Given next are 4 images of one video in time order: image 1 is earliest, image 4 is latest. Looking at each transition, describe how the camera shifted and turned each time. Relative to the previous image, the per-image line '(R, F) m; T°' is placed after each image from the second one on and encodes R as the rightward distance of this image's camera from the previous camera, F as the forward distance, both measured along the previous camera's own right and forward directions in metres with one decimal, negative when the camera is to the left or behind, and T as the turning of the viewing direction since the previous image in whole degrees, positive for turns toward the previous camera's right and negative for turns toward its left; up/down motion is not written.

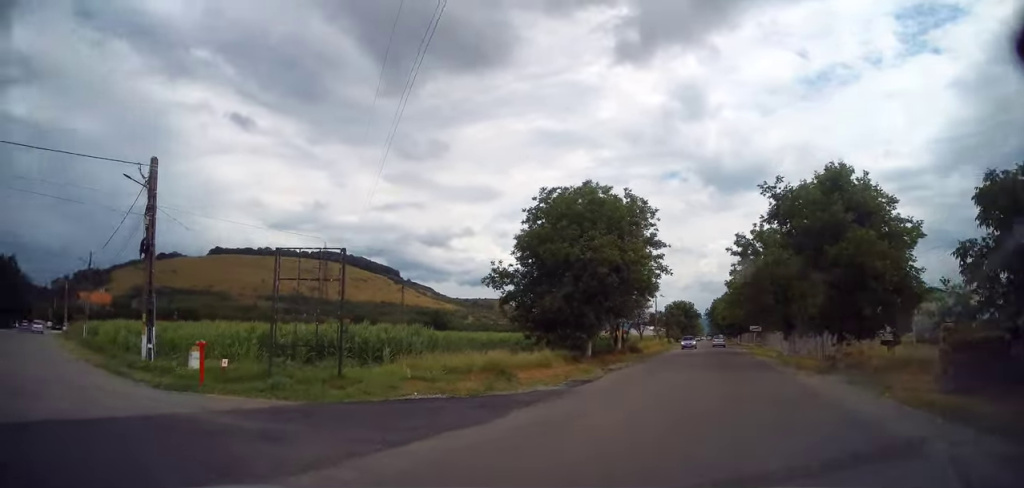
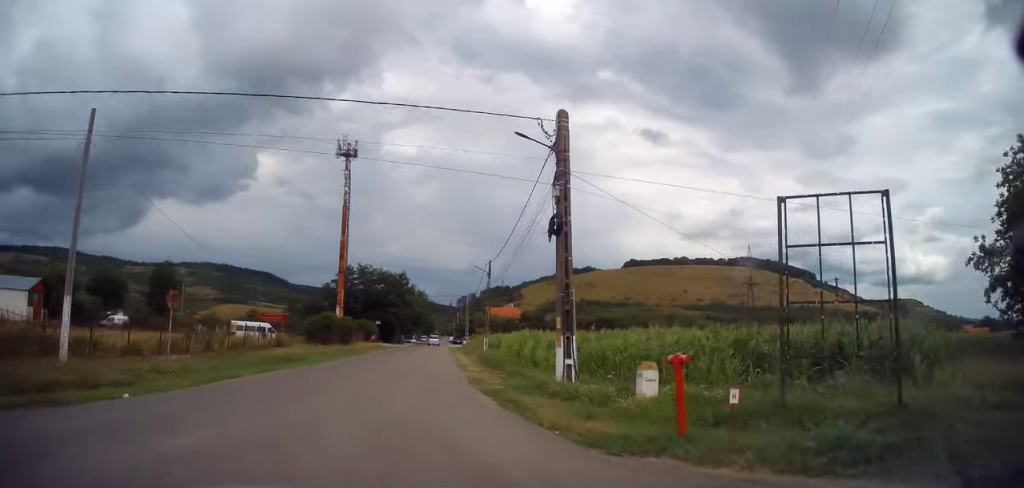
(-2.1, +6.6) m; -32°
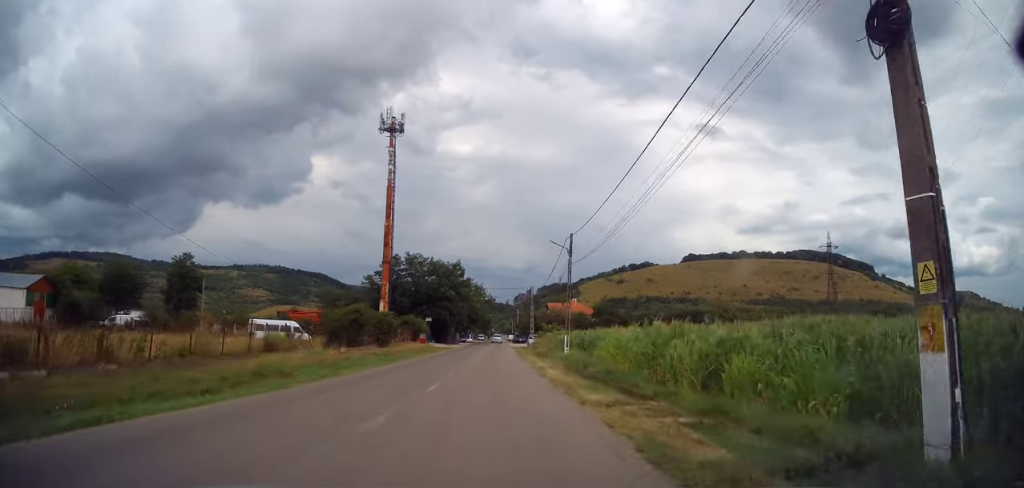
(-1.2, +11.0) m; -3°
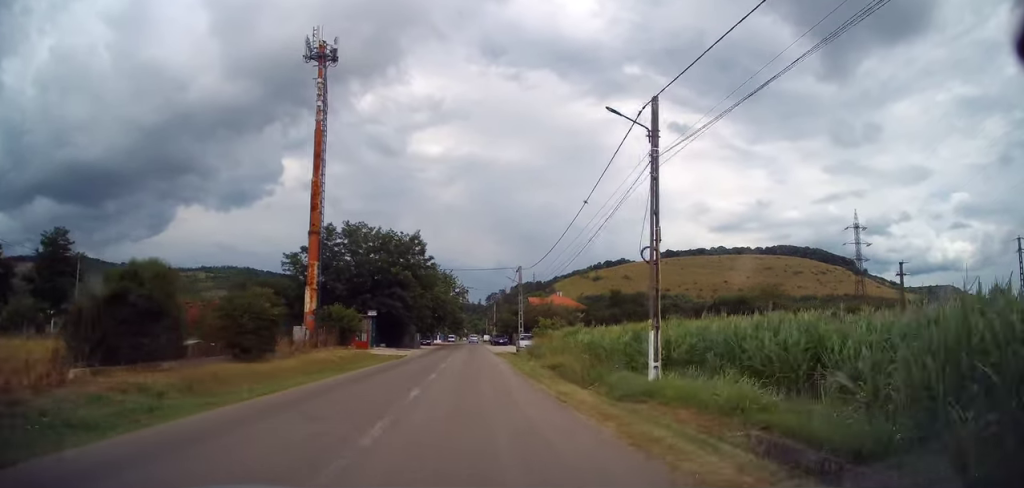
(+0.6, +20.3) m; 0°
